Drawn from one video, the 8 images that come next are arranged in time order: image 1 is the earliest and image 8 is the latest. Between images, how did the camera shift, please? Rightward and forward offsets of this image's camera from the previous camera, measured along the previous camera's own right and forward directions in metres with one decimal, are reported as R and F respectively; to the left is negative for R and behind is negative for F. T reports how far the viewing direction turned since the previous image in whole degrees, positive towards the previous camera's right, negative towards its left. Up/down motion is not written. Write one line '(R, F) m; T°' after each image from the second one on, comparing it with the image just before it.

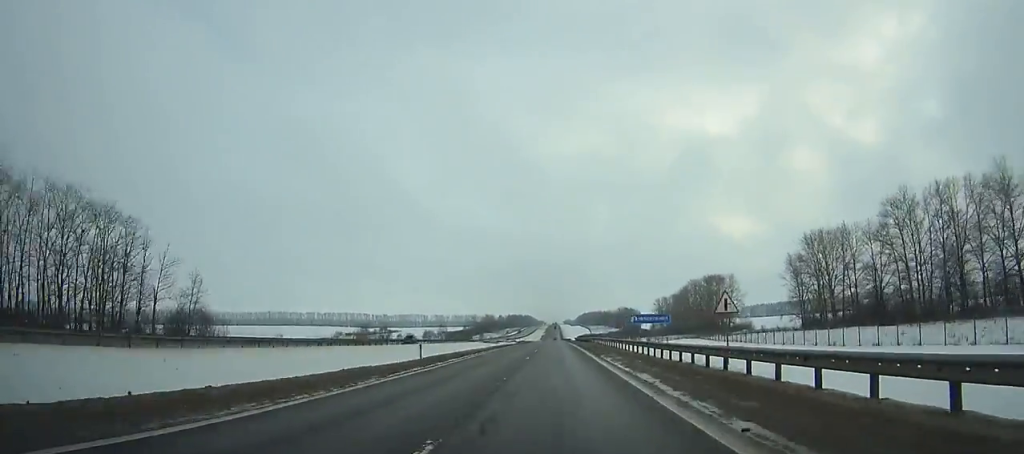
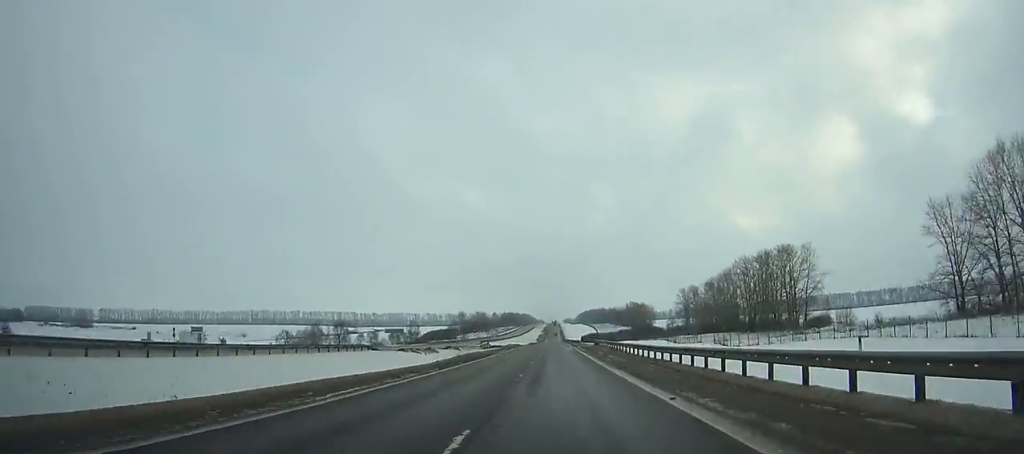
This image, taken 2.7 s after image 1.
(-0.3, +70.4) m; 0°
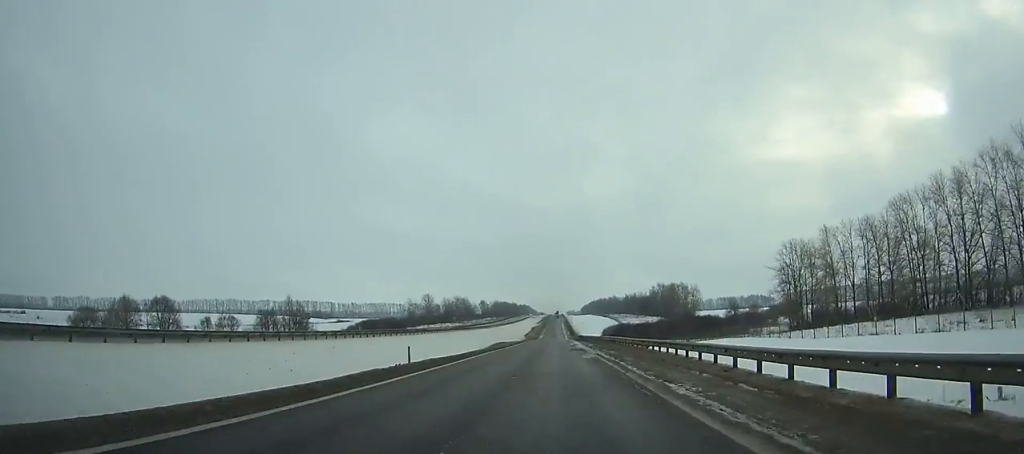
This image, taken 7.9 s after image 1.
(-0.2, +134.1) m; 0°
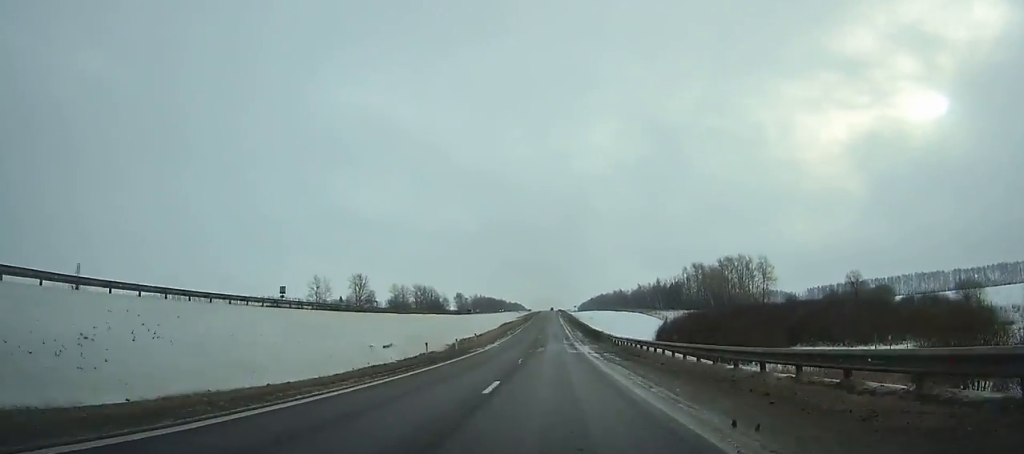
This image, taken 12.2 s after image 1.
(+0.5, +110.5) m; 0°
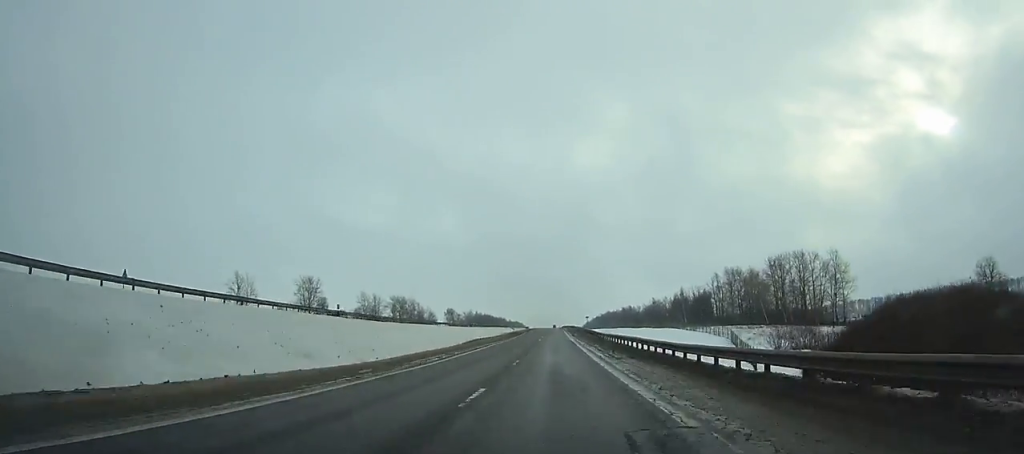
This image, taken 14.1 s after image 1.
(+0.1, +48.5) m; 0°
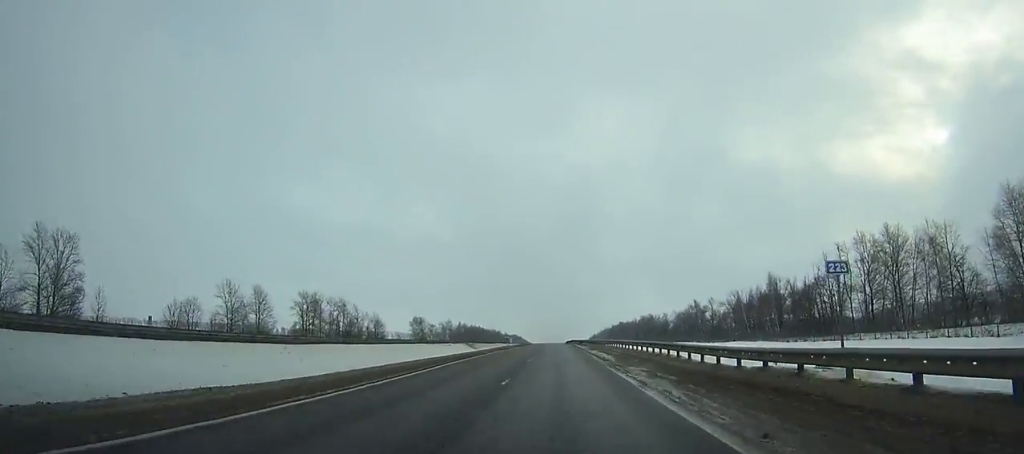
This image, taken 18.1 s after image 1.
(-0.3, +100.8) m; 0°
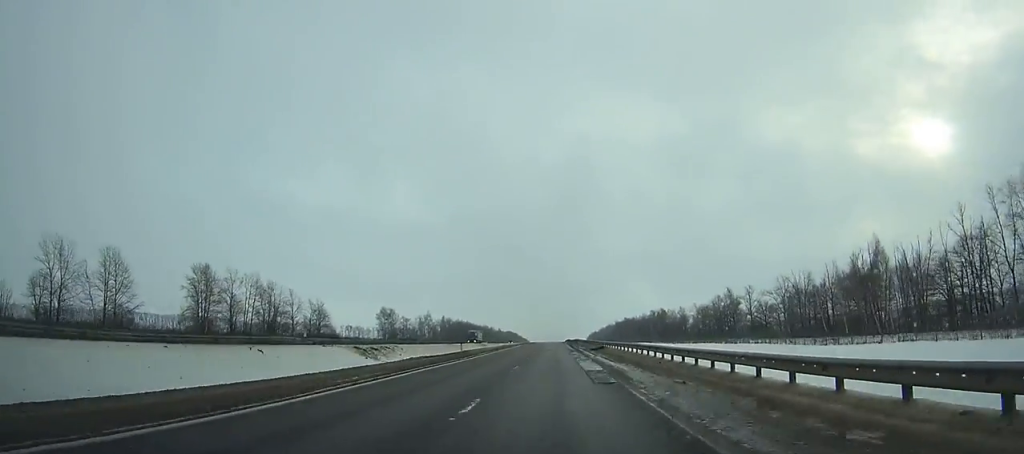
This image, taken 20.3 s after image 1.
(0.0, +54.7) m; 0°
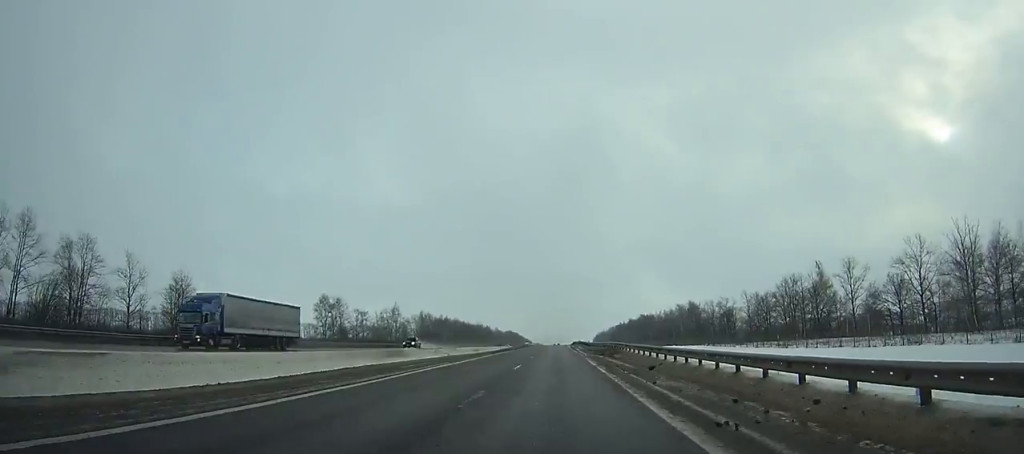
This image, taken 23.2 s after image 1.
(0.0, +71.7) m; 0°
